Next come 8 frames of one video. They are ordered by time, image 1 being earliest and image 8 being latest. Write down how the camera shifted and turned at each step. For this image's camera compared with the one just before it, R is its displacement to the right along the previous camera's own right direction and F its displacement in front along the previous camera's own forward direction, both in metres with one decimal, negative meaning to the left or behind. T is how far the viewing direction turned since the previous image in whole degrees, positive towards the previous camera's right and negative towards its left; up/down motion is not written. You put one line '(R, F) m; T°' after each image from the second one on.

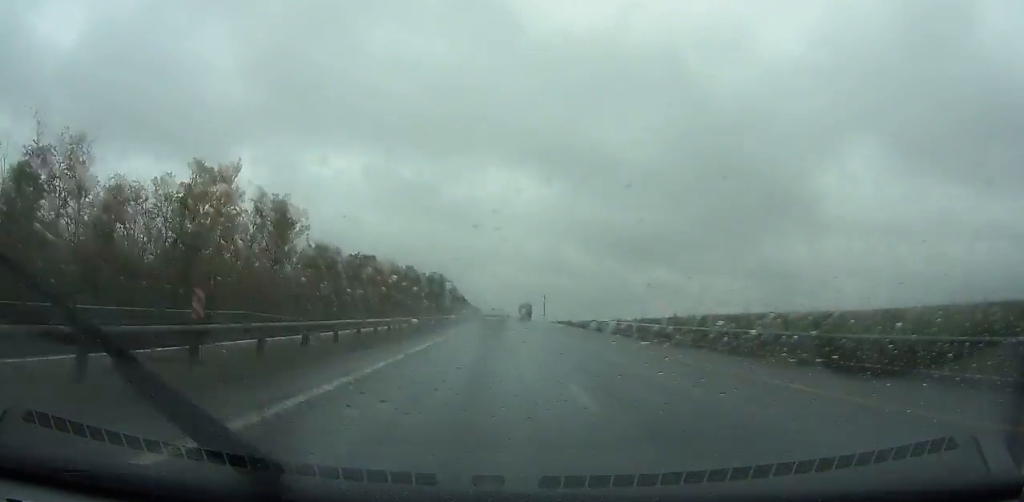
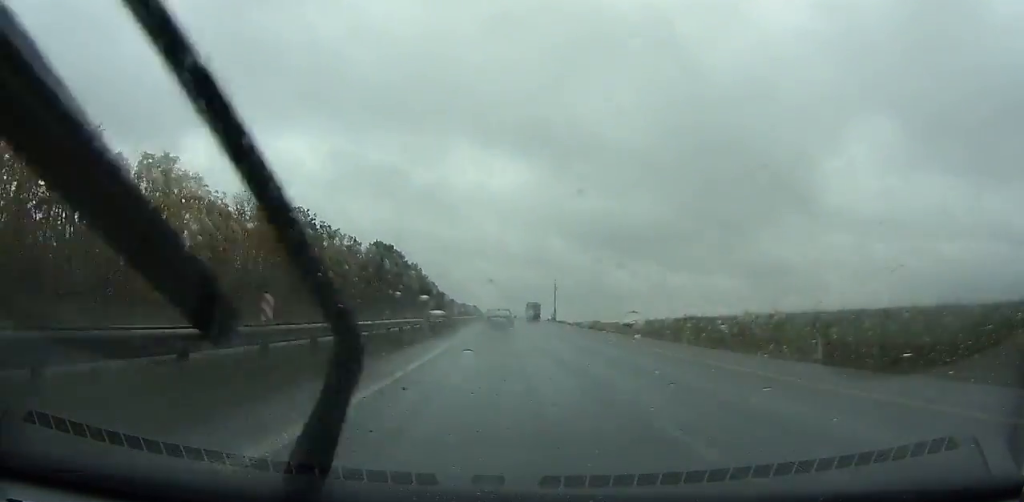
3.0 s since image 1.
(+0.5, +88.7) m; +1°
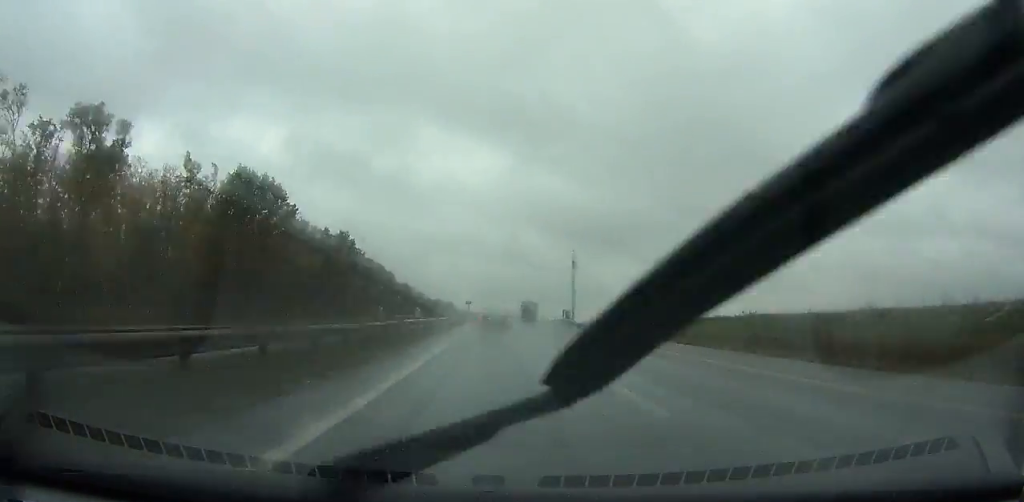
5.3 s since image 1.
(+1.2, +67.7) m; +1°
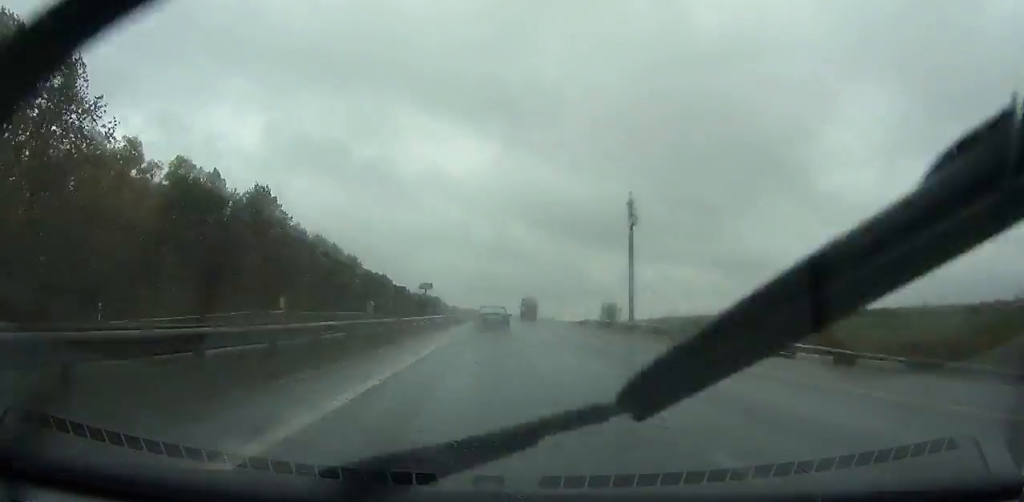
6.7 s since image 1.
(+0.3, +41.1) m; +1°
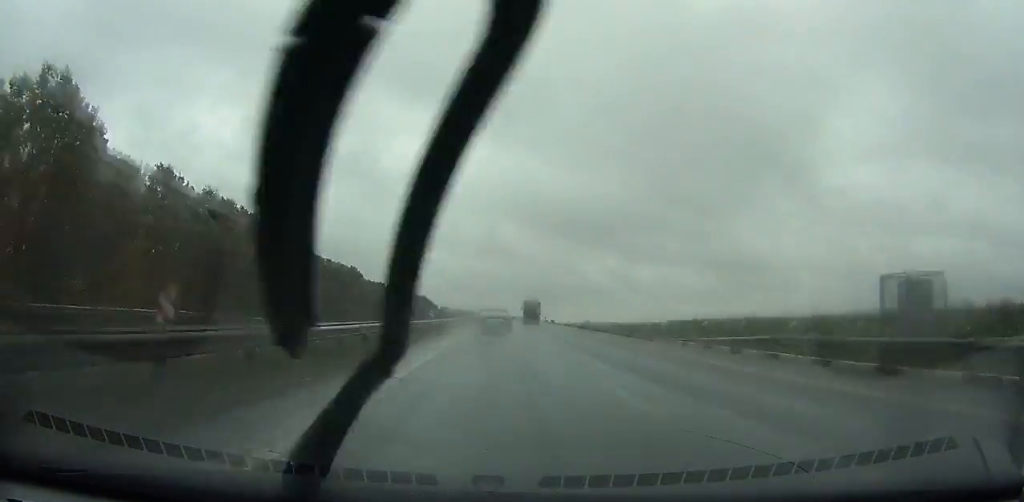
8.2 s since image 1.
(+0.3, +43.9) m; +1°
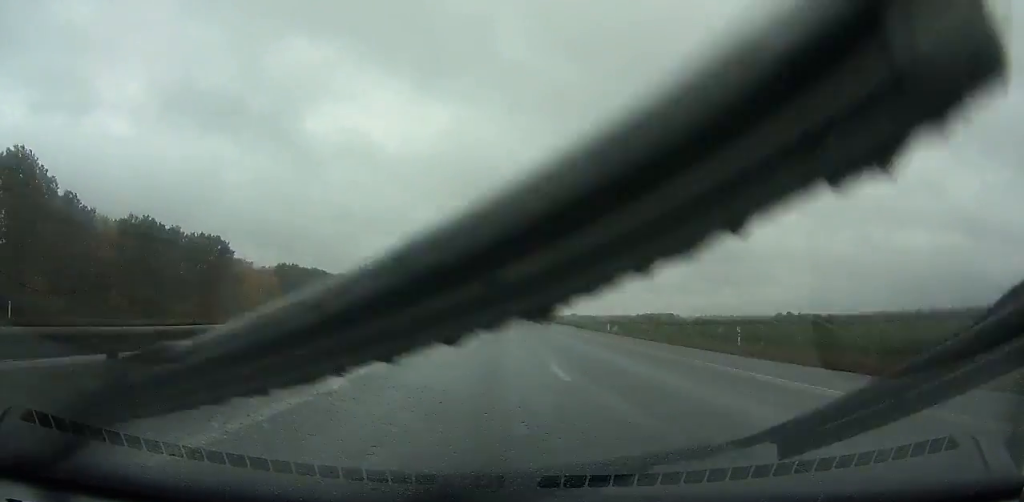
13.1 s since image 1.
(+3.5, +142.9) m; +3°
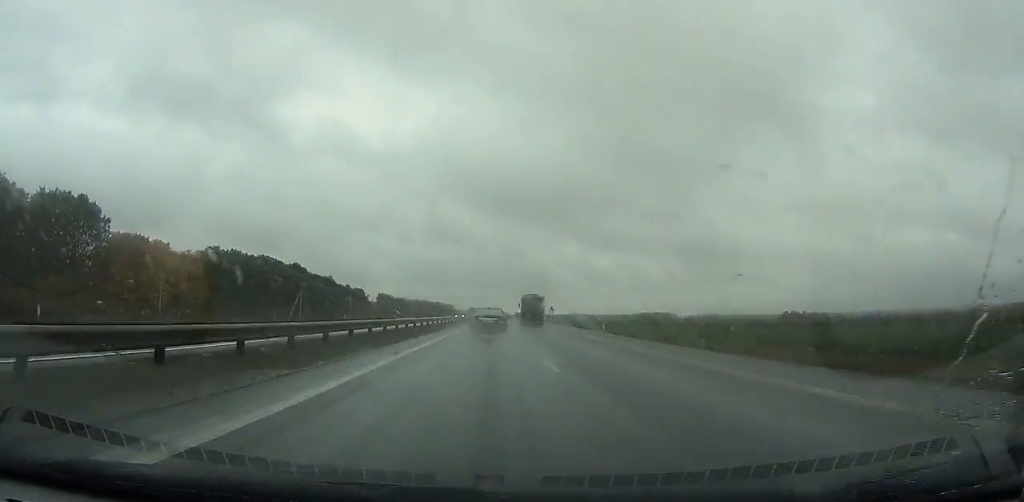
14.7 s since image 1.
(+0.2, +46.8) m; +1°
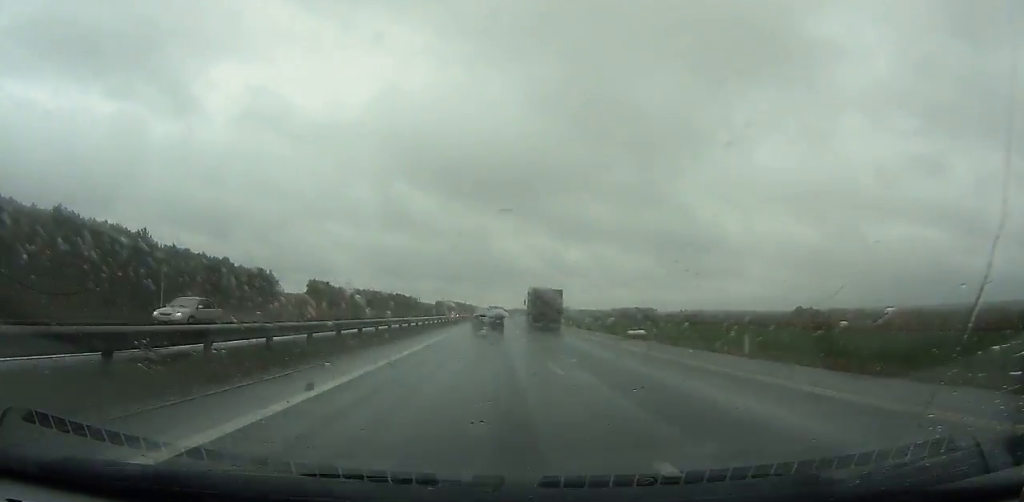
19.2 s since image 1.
(+3.2, +133.9) m; +3°
